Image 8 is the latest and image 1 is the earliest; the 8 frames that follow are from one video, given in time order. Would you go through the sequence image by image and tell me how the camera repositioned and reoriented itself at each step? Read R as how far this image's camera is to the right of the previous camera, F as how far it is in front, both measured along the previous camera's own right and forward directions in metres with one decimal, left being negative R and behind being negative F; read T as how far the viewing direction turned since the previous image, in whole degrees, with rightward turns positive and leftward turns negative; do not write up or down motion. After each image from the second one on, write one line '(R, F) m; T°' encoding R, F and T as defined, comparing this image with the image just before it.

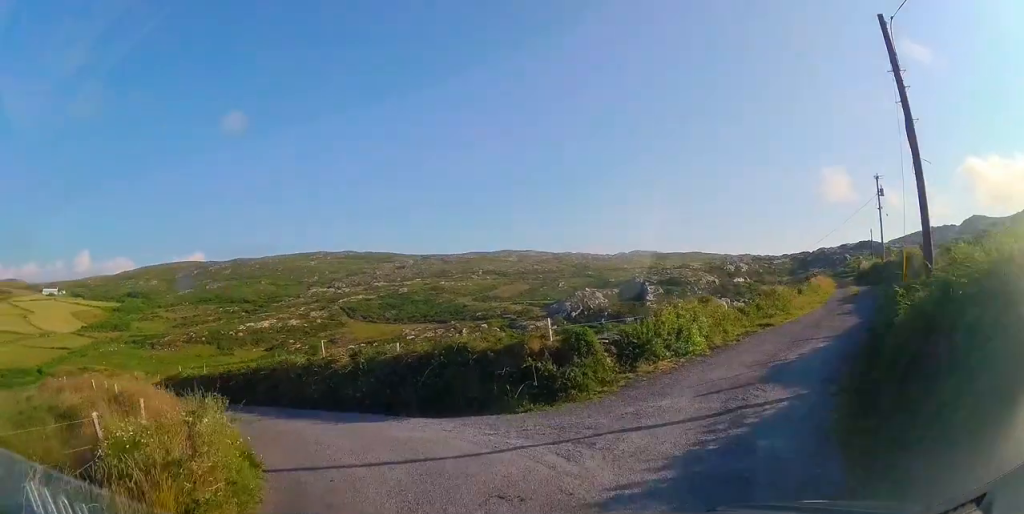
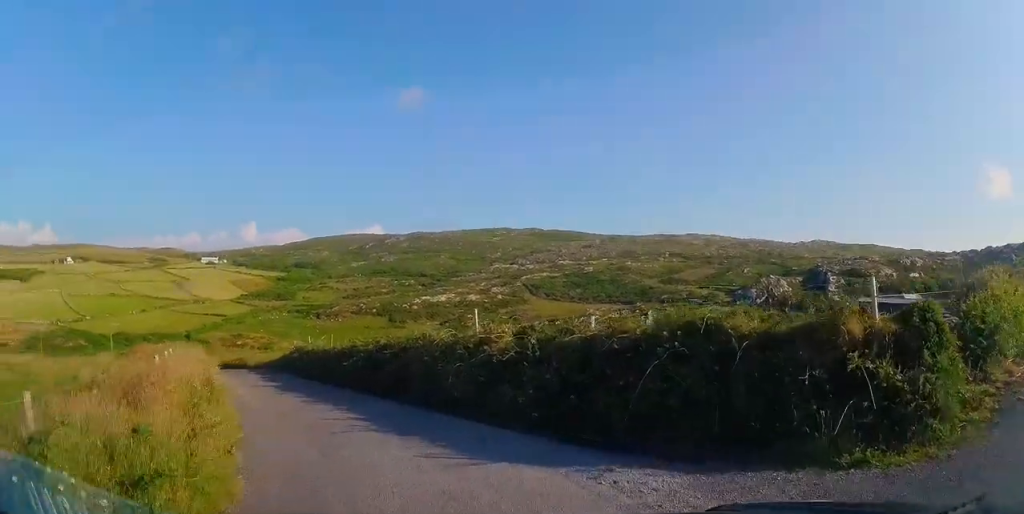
(-0.6, +6.2) m; -20°
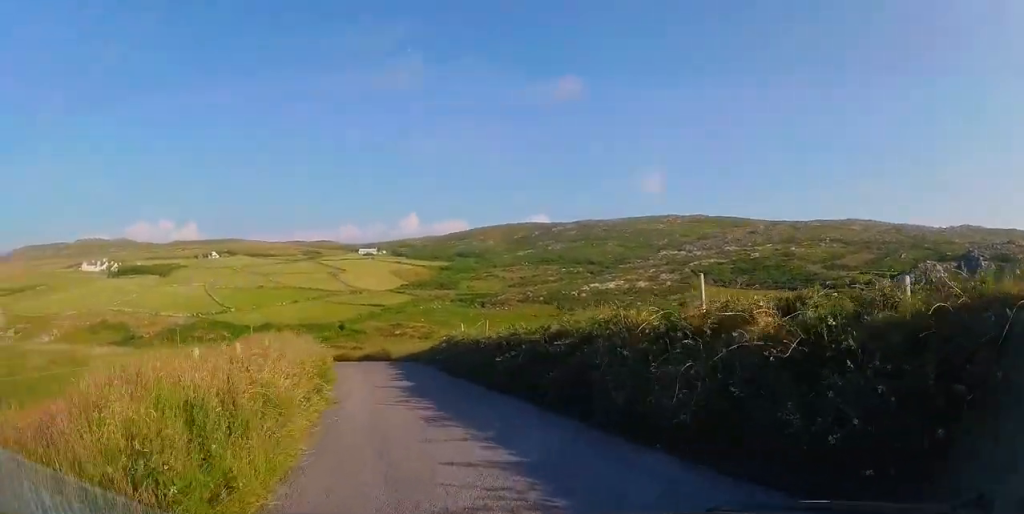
(-1.0, +4.3) m; -15°
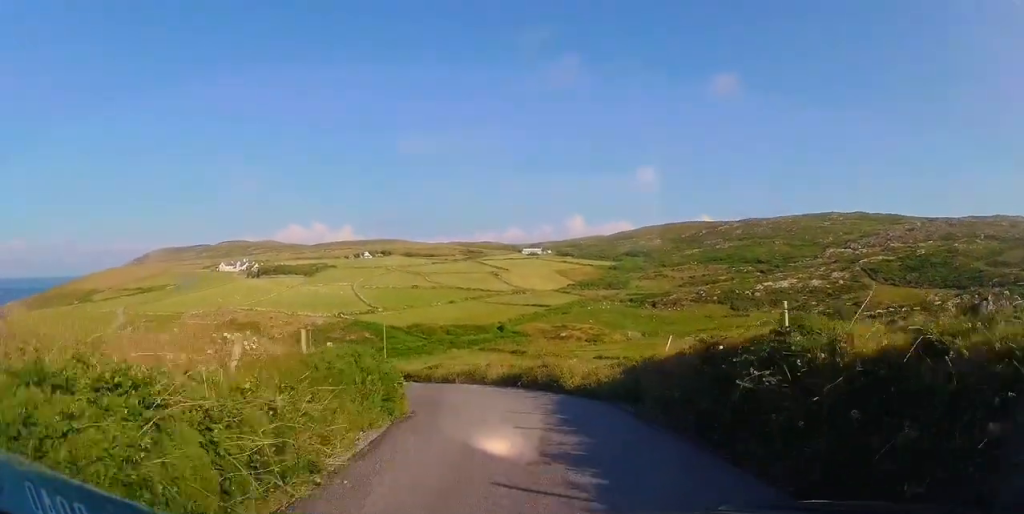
(-3.1, +14.8) m; -17°
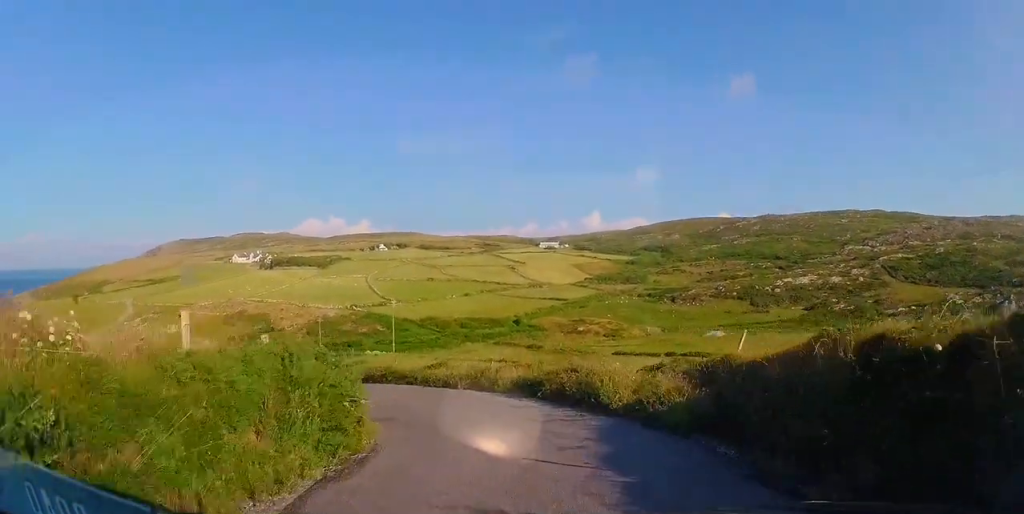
(-0.1, +4.6) m; -3°
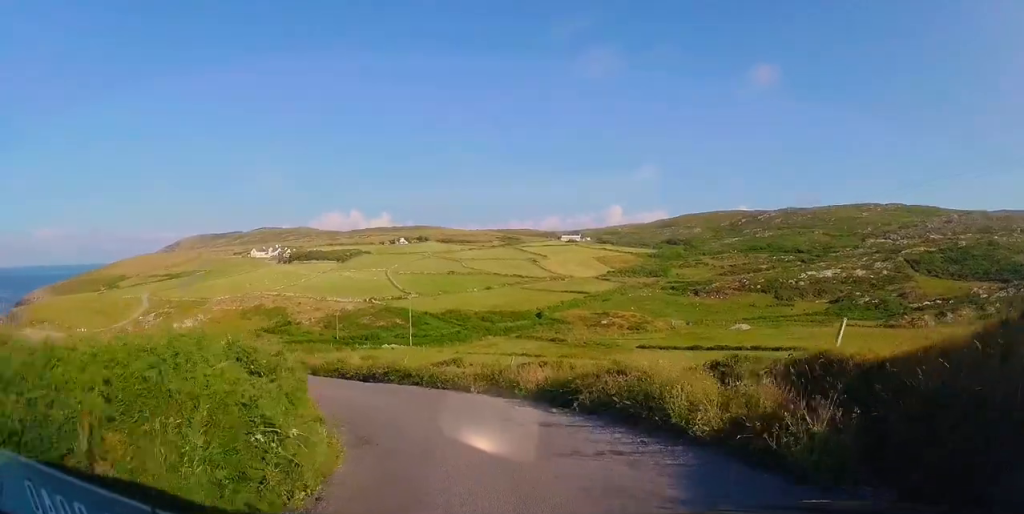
(0.0, +3.4) m; -3°
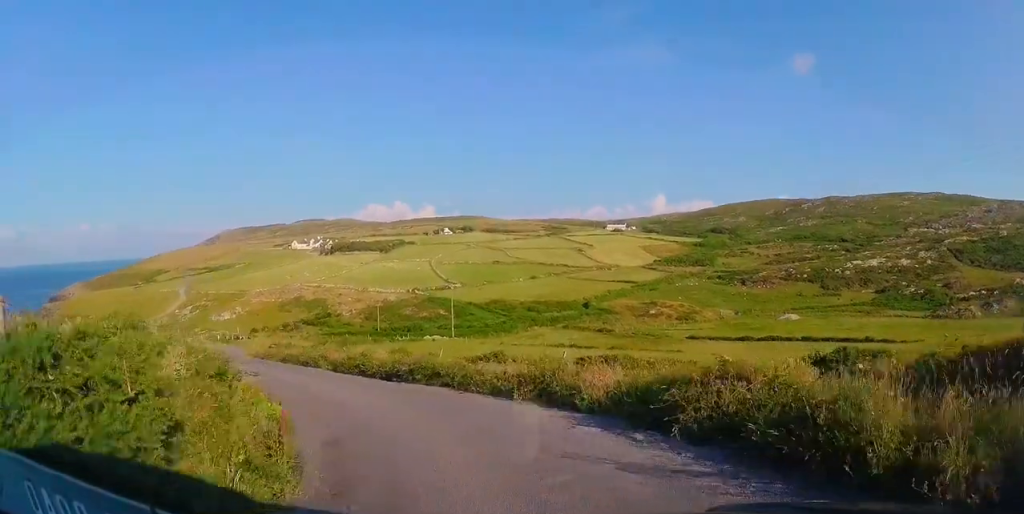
(-0.2, +3.7) m; -7°
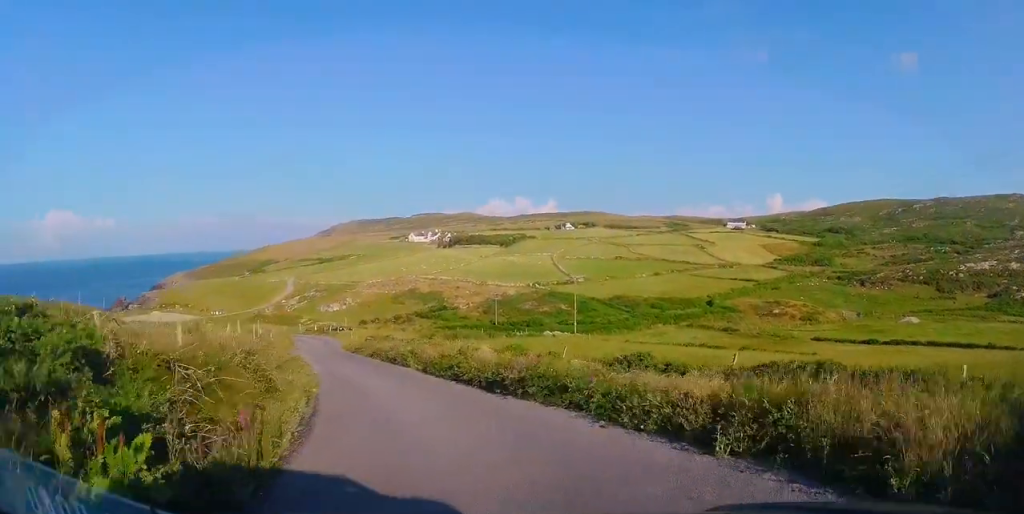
(-0.5, +5.8) m; -11°
